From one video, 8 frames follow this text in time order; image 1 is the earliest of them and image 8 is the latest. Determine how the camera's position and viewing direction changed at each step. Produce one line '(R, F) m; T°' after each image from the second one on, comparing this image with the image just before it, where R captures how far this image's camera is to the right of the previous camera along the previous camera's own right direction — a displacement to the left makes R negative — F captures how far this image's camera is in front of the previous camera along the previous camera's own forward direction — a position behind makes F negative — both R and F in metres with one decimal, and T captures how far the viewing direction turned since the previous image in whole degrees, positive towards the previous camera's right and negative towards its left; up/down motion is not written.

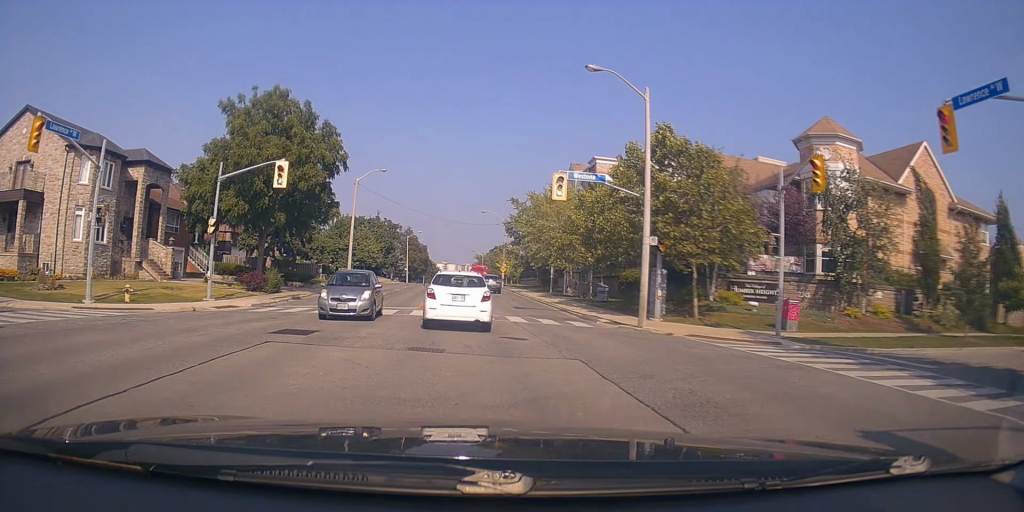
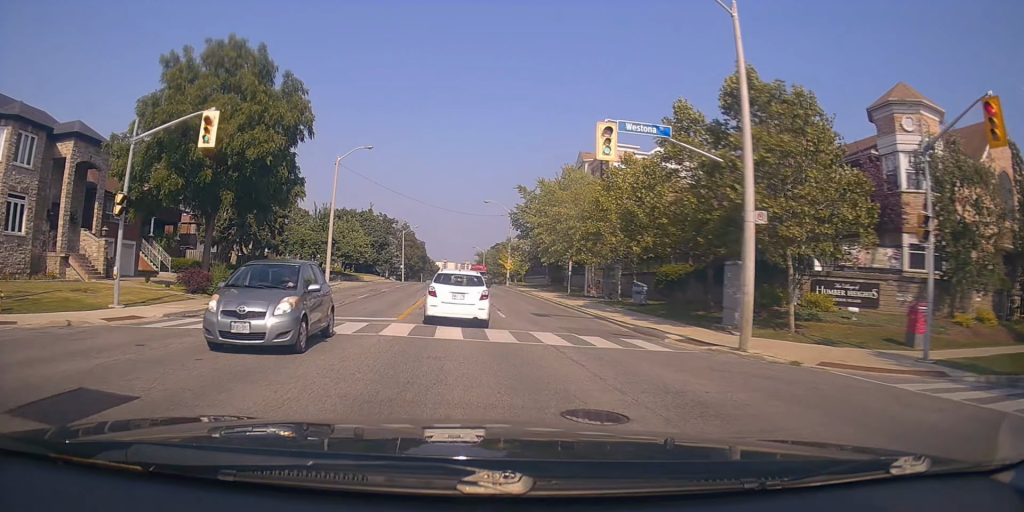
(-0.3, +7.6) m; 0°
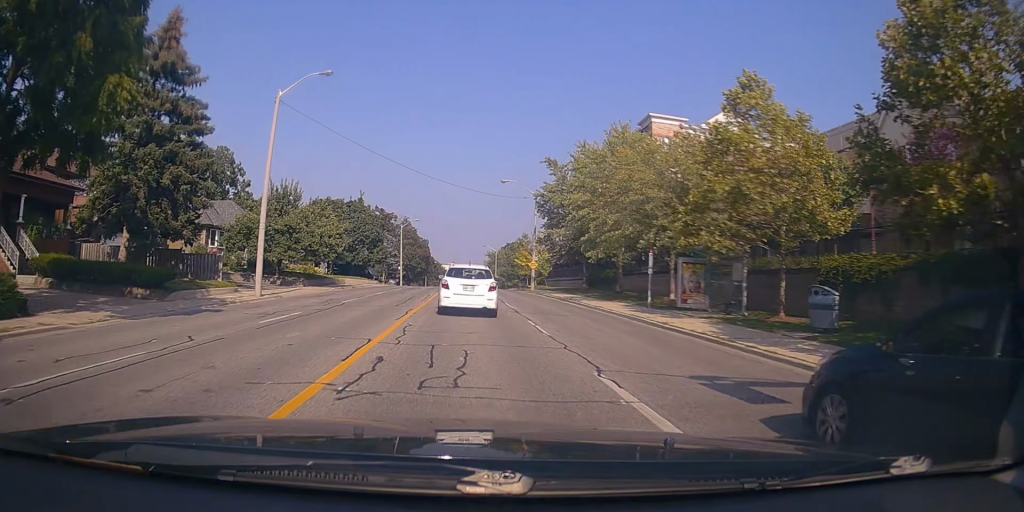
(+0.2, +15.0) m; -1°
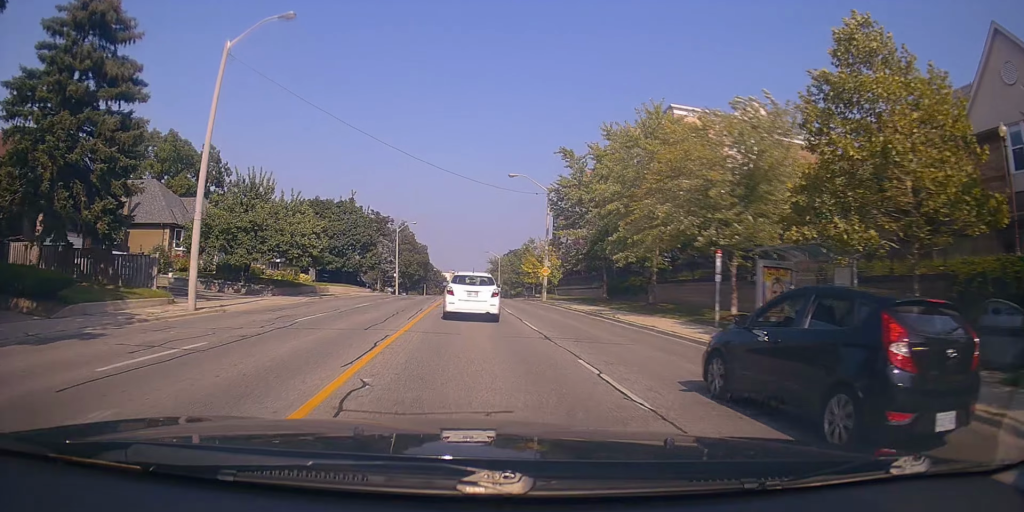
(-0.1, +6.6) m; 0°
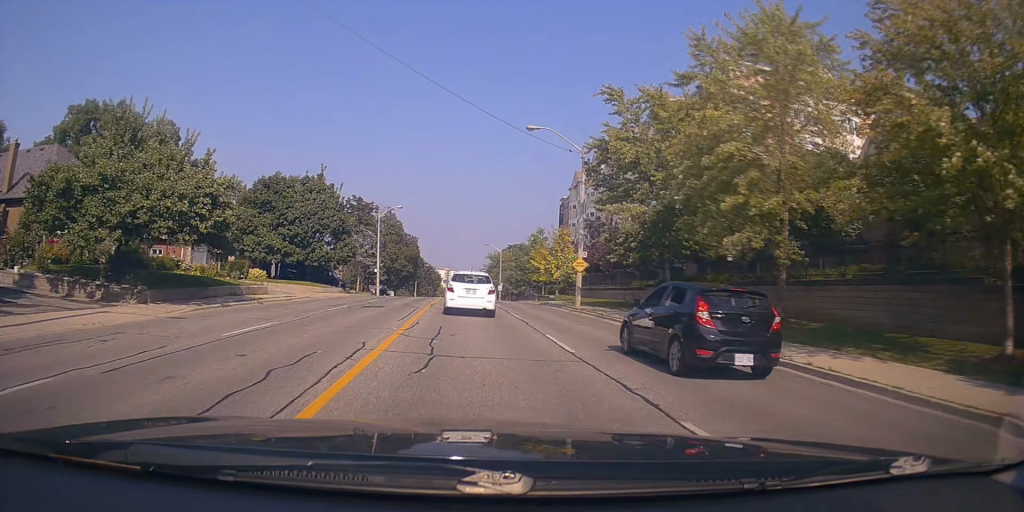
(+0.3, +13.8) m; +2°
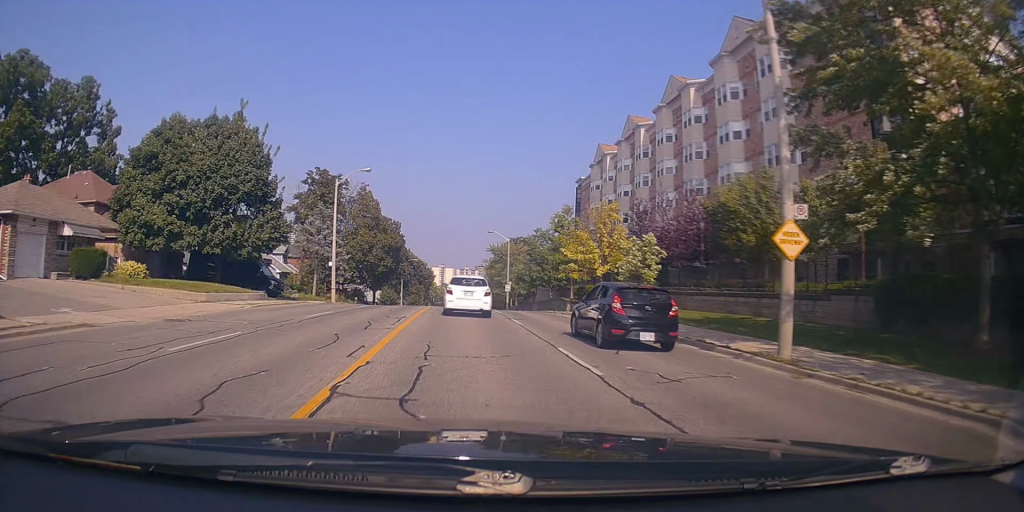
(+0.2, +20.1) m; +1°
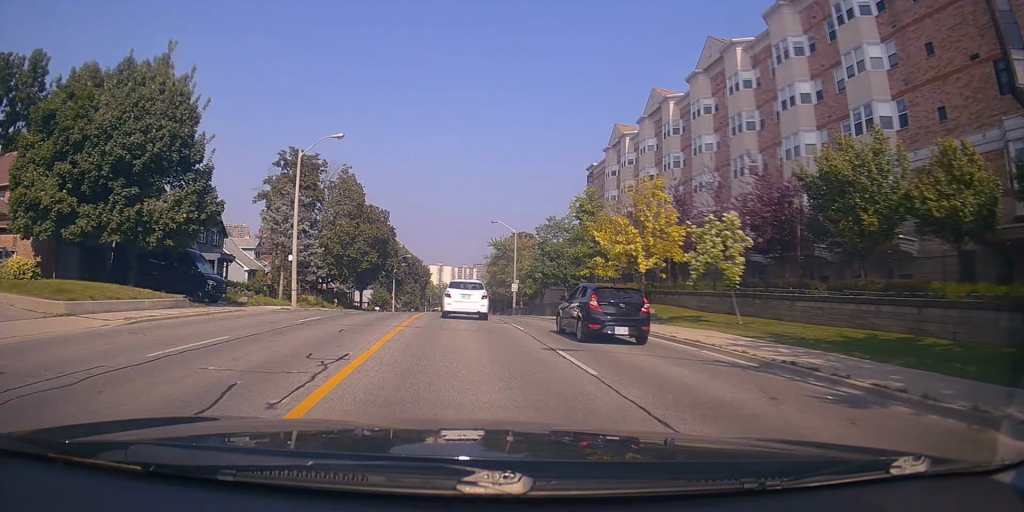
(0.0, +9.9) m; -2°
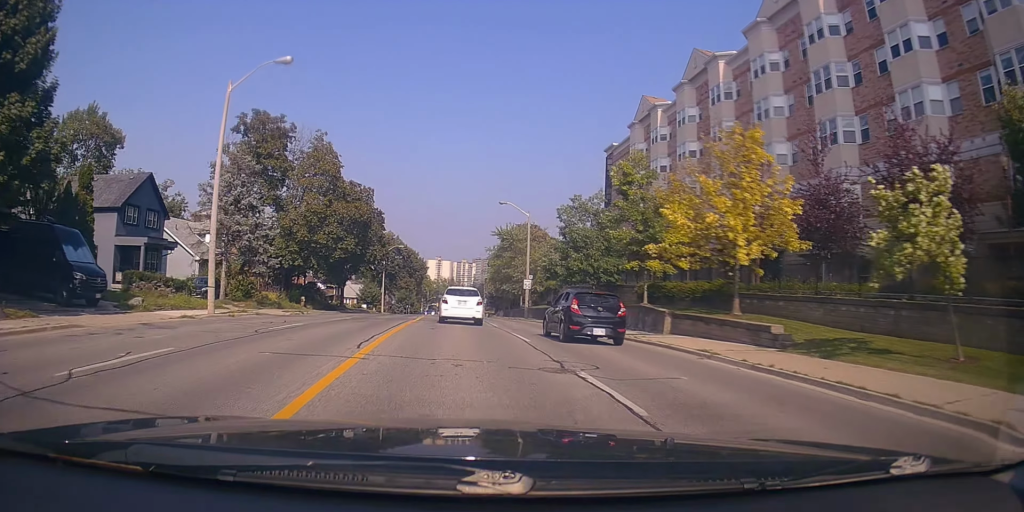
(-0.3, +11.2) m; -1°
